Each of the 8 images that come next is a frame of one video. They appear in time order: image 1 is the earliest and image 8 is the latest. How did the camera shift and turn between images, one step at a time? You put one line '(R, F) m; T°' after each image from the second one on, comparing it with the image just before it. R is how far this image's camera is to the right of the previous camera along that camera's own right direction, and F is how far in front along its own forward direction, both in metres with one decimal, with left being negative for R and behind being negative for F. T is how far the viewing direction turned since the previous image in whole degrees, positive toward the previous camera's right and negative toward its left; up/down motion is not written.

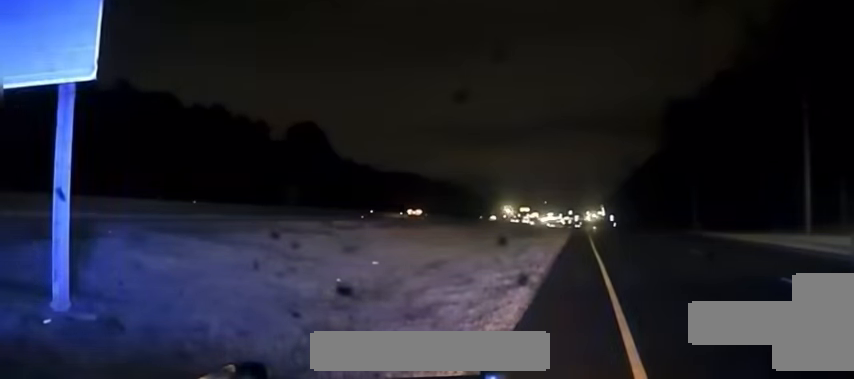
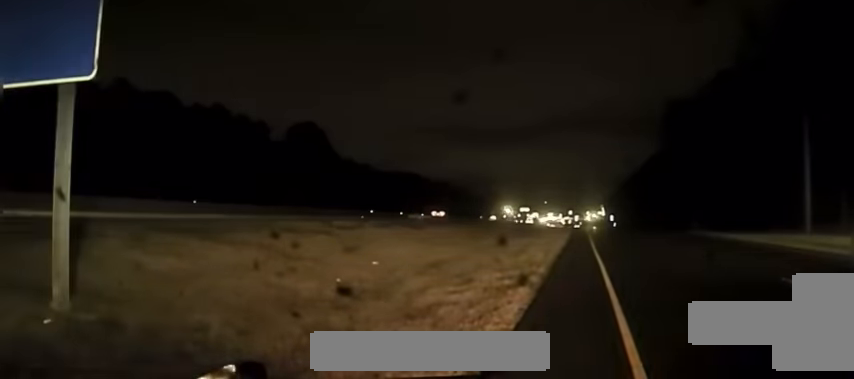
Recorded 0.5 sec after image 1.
(0.0, 0.0) m; 0°
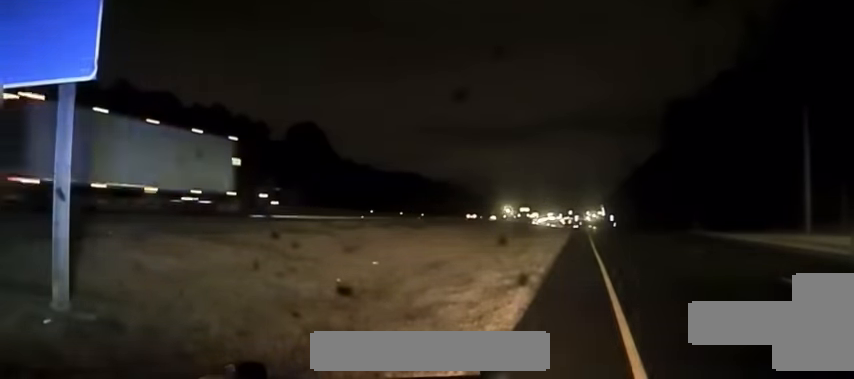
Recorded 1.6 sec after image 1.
(0.0, 0.0) m; 0°
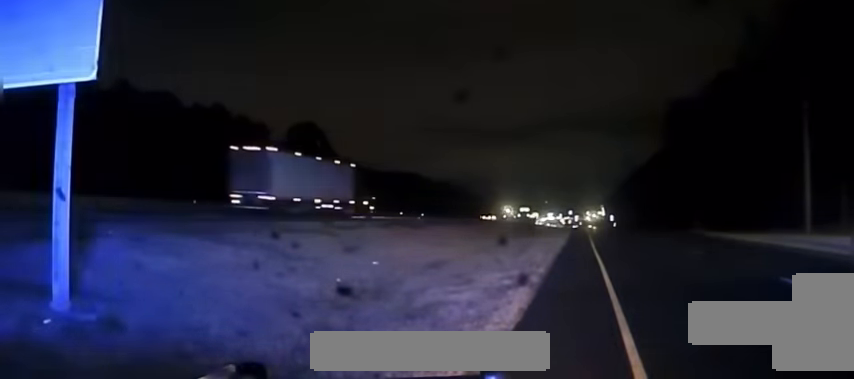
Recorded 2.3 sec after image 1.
(0.0, 0.0) m; 0°
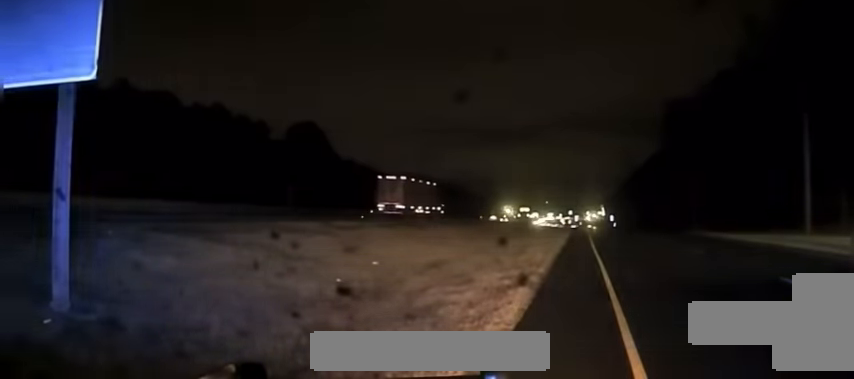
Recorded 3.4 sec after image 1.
(0.0, 0.0) m; 0°
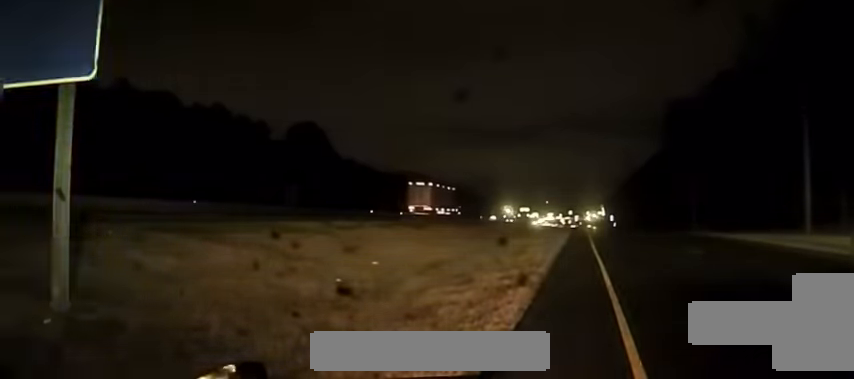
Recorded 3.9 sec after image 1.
(0.0, 0.0) m; 0°
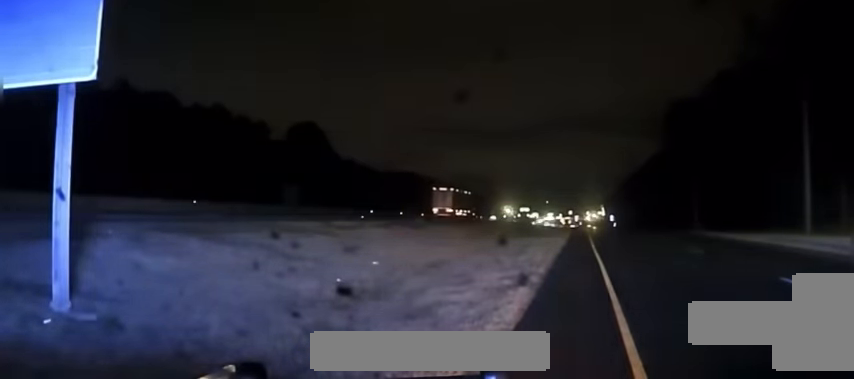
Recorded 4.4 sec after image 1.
(0.0, 0.0) m; 0°
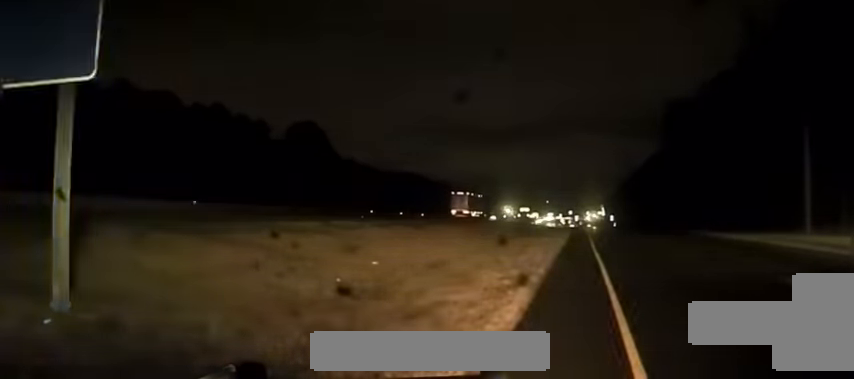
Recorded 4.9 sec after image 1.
(0.0, 0.0) m; 0°
